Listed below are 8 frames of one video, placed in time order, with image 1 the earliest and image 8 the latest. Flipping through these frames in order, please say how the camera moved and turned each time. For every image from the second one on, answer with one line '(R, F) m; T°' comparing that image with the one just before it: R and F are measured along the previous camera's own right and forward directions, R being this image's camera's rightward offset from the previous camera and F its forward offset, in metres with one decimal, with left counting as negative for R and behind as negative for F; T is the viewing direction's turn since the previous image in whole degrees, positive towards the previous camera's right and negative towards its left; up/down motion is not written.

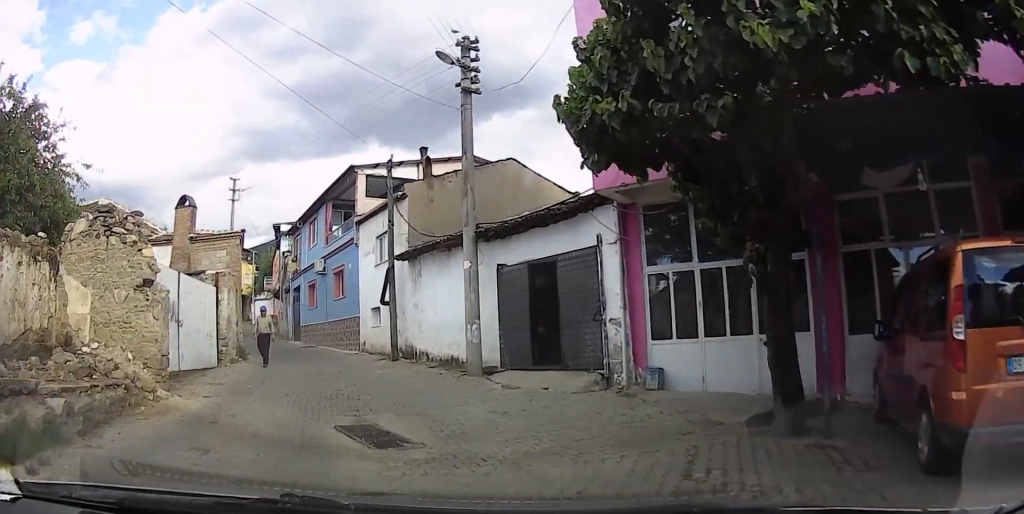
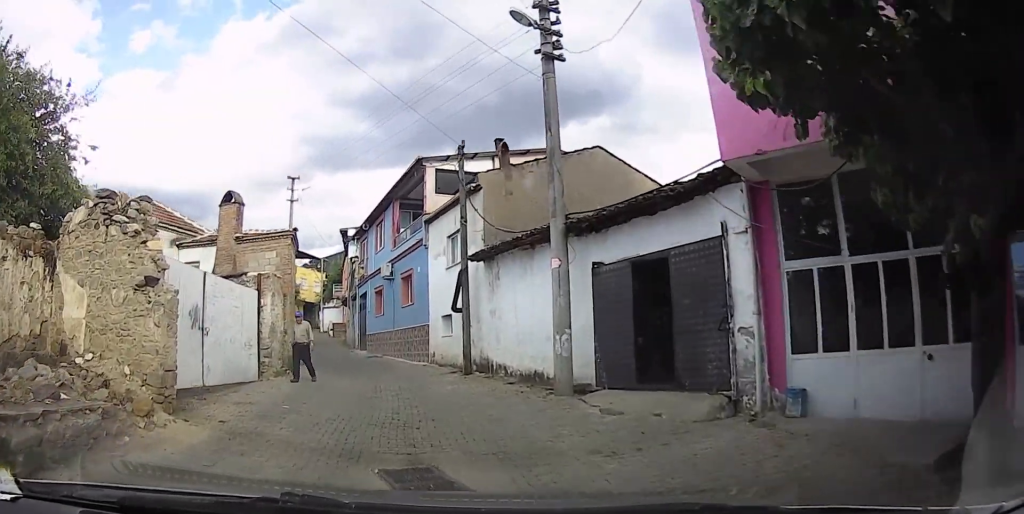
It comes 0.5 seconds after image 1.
(-0.1, +2.4) m; -4°
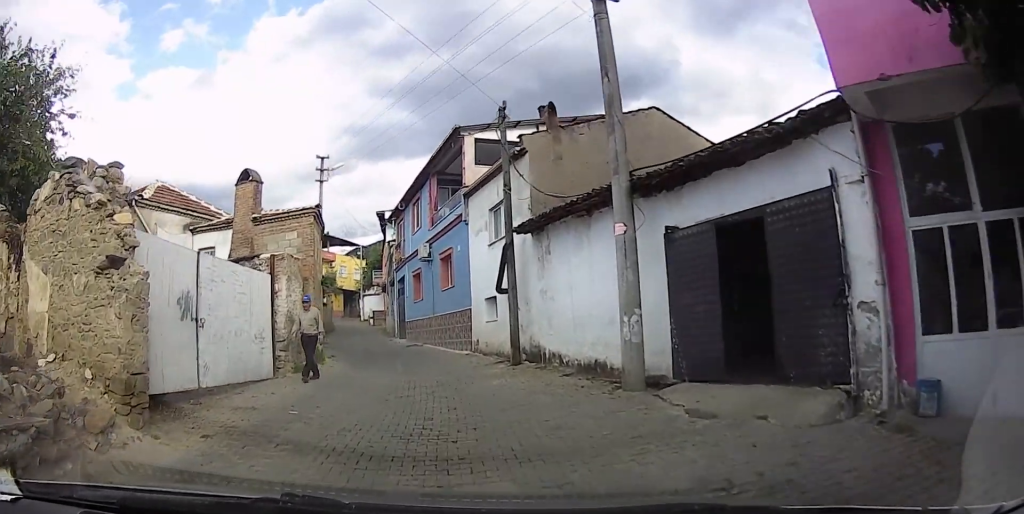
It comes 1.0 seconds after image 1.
(0.0, +2.0) m; -6°
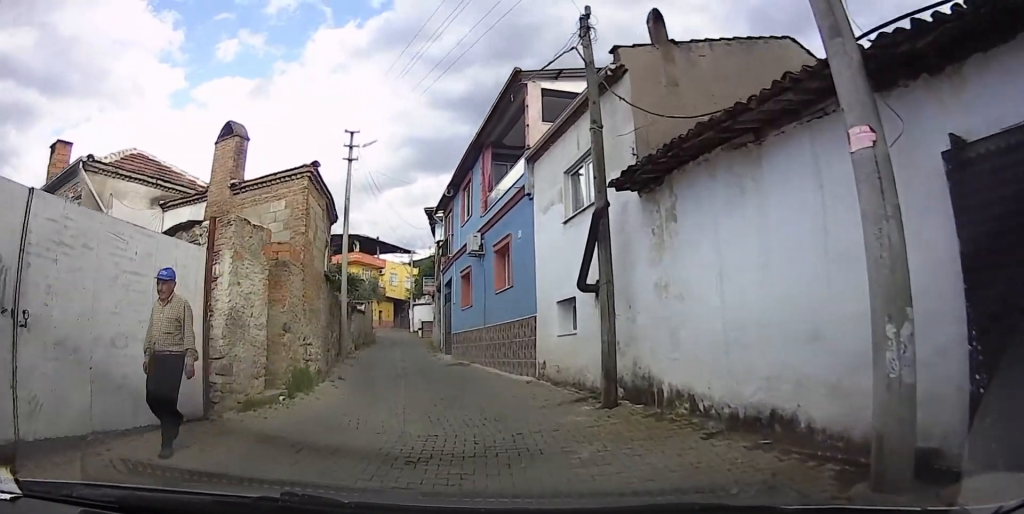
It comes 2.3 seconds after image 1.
(-0.8, +5.2) m; -18°
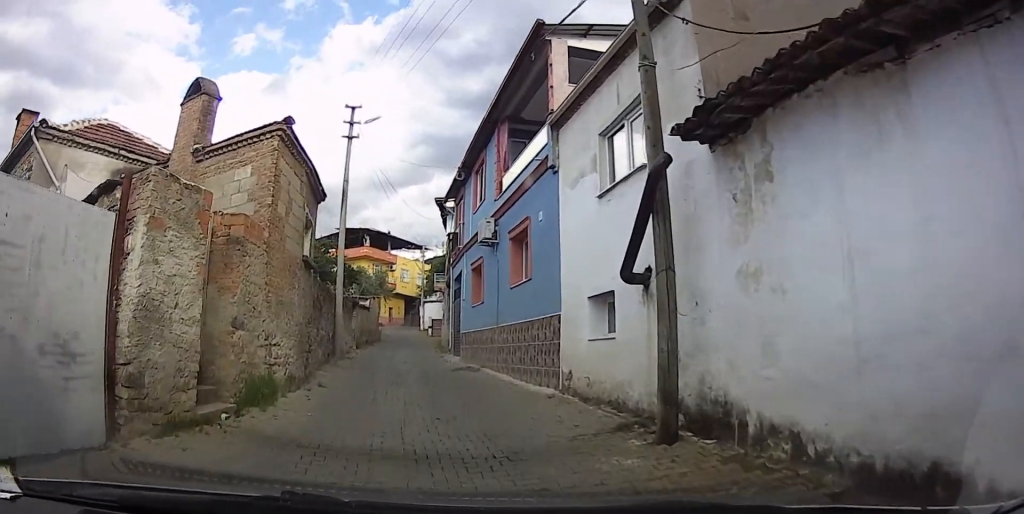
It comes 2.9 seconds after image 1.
(-0.2, +2.4) m; -3°
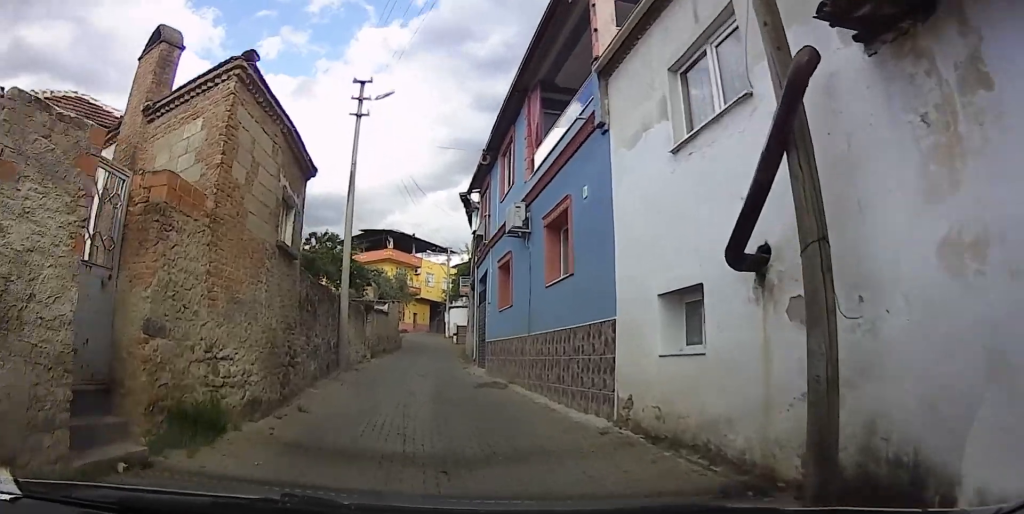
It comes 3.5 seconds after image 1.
(-0.1, +2.5) m; -2°
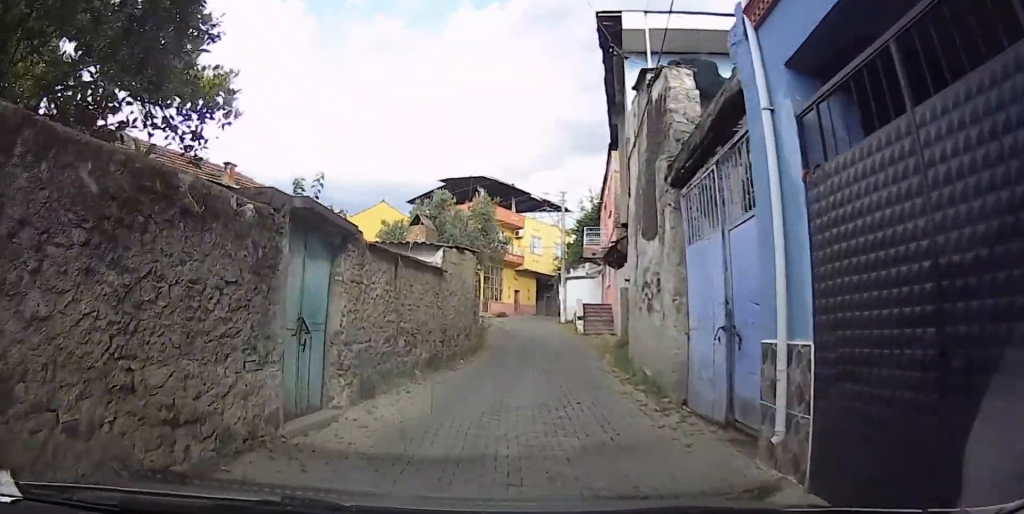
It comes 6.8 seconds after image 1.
(-3.0, +13.7) m; -14°
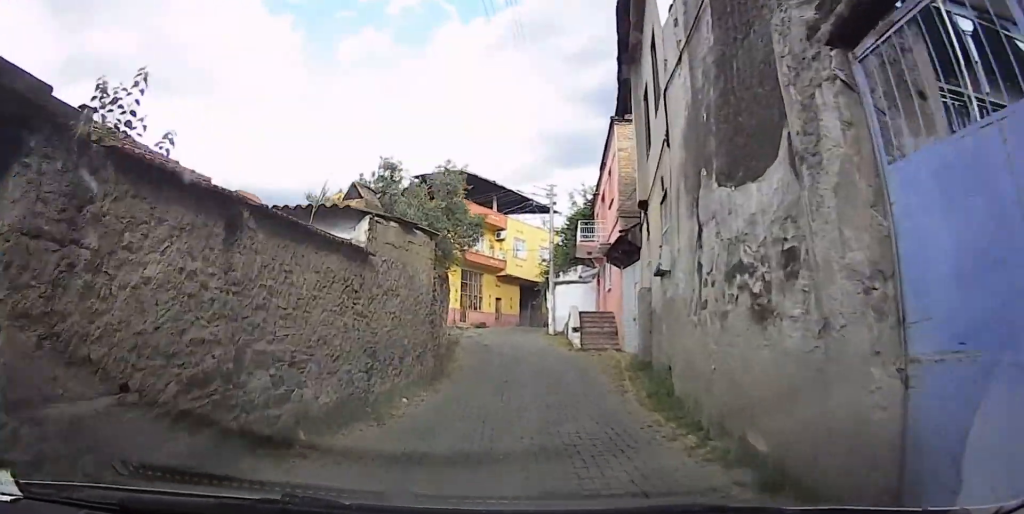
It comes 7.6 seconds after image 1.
(+0.9, +4.1) m; +7°
